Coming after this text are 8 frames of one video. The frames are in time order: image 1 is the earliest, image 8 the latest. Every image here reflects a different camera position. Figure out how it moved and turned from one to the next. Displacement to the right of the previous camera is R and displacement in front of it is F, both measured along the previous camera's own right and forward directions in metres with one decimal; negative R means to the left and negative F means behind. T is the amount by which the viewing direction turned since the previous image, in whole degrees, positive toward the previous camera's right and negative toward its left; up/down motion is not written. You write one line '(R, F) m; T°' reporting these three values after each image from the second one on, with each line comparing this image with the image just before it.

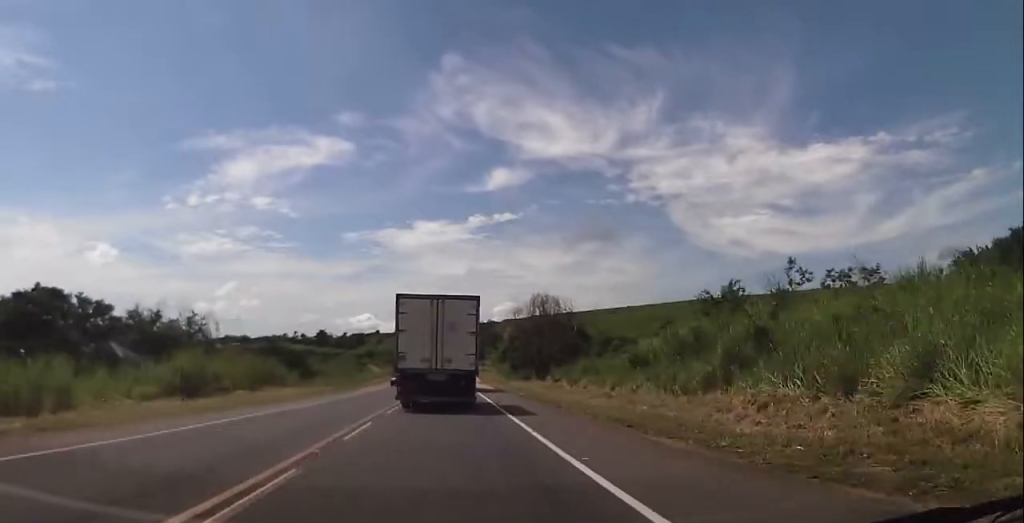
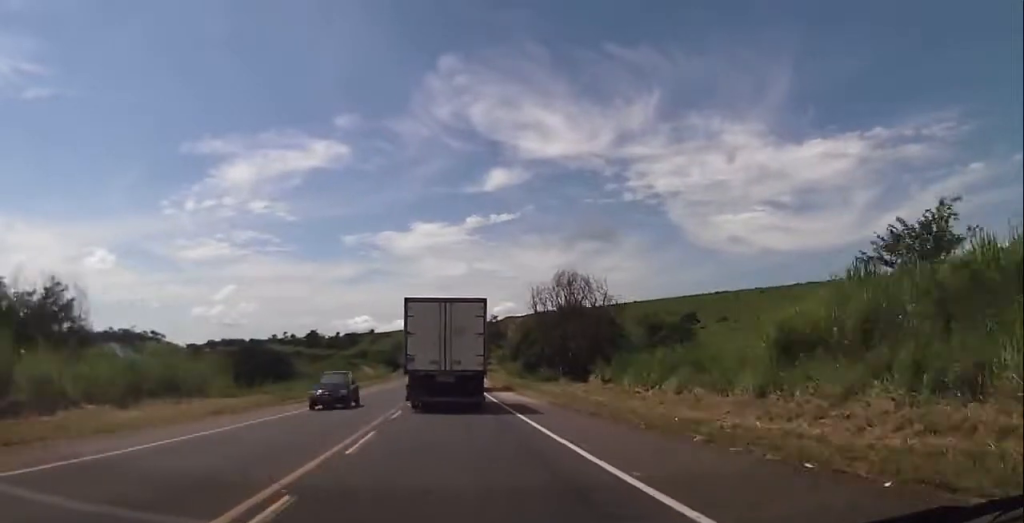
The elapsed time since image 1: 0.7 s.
(-0.2, +16.1) m; -1°
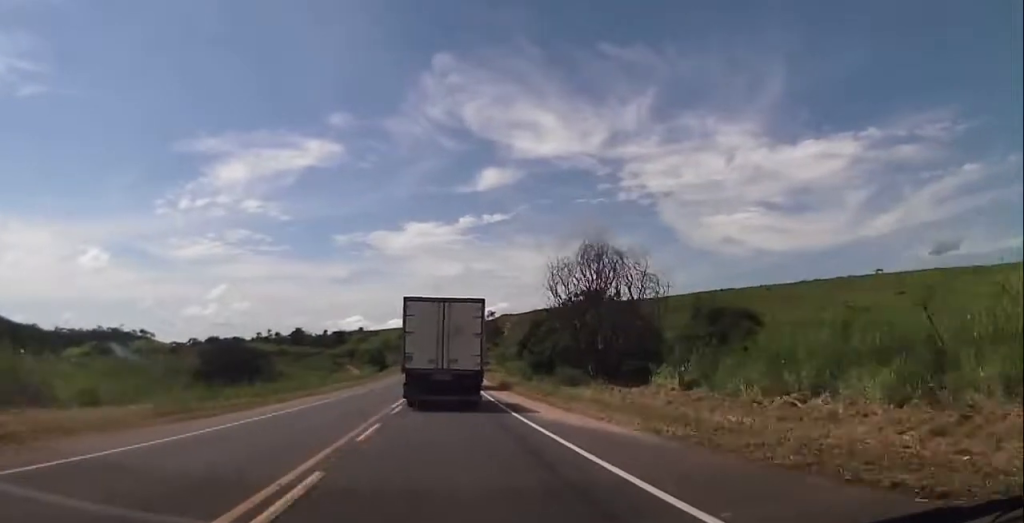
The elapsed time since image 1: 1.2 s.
(-0.1, +13.3) m; 0°
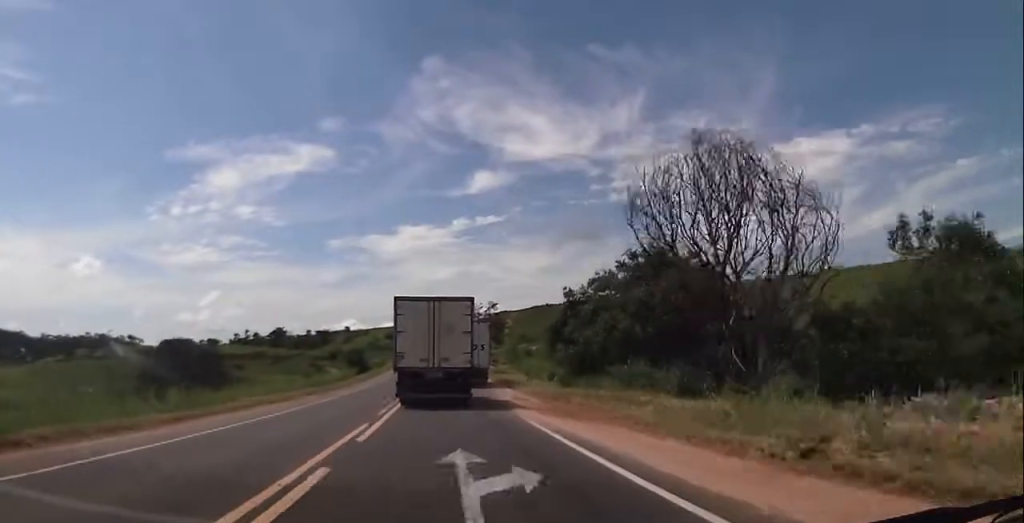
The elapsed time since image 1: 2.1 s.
(0.0, +22.4) m; 0°
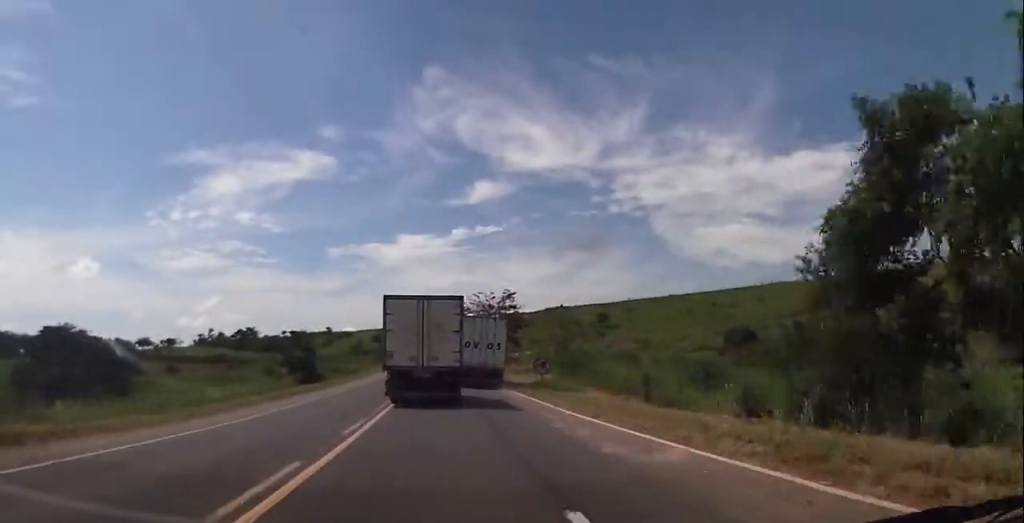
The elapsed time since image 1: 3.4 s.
(+0.1, +36.5) m; 0°
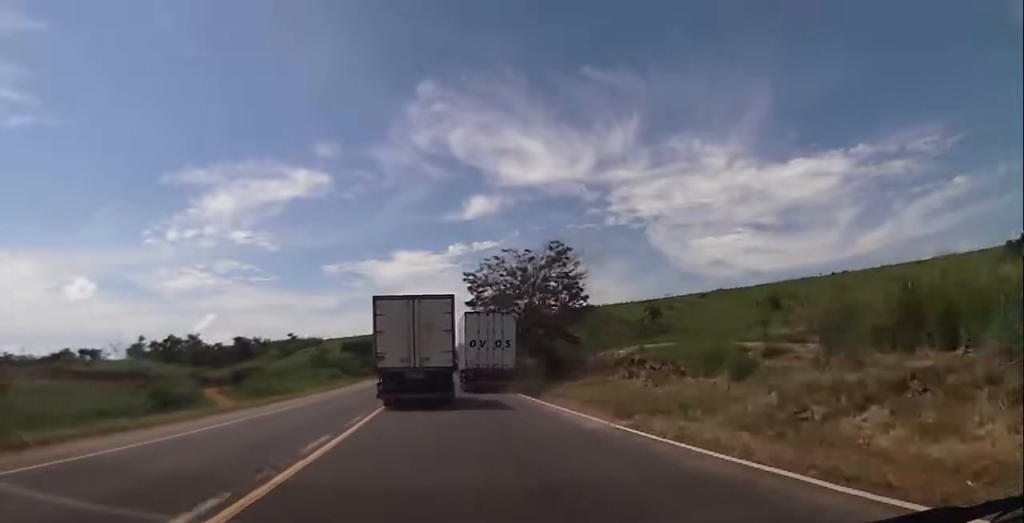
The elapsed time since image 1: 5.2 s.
(+0.6, +48.0) m; +1°
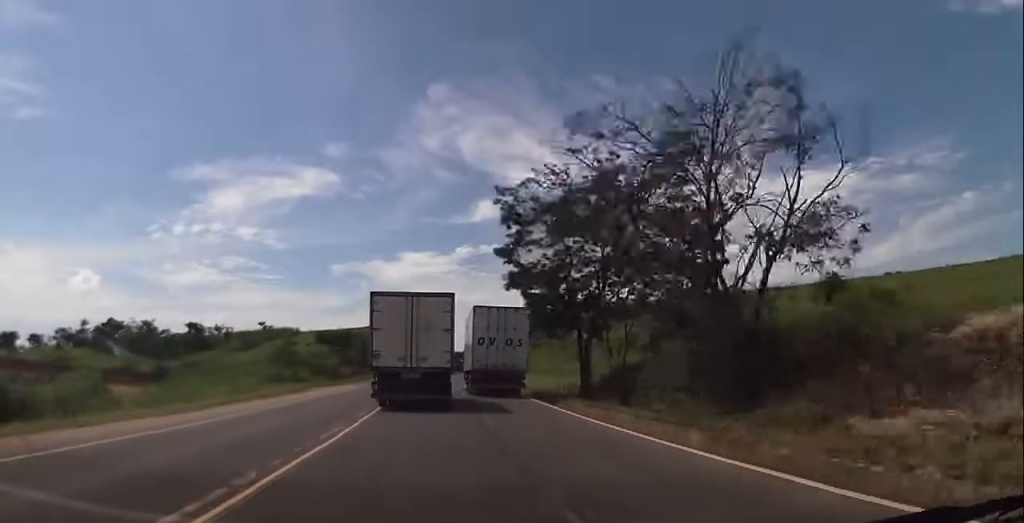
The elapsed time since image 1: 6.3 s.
(0.0, +29.3) m; -1°
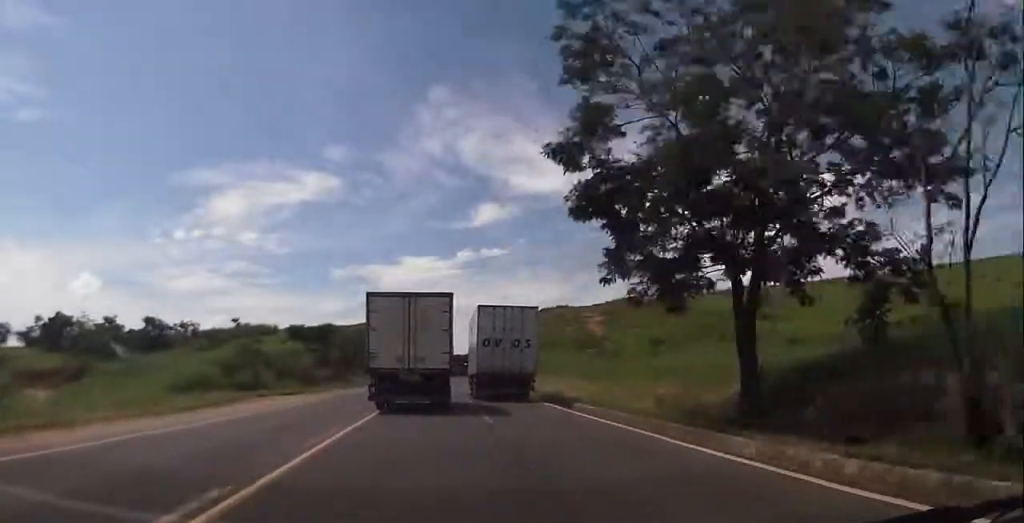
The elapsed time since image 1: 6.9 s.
(-0.2, +17.5) m; -1°
